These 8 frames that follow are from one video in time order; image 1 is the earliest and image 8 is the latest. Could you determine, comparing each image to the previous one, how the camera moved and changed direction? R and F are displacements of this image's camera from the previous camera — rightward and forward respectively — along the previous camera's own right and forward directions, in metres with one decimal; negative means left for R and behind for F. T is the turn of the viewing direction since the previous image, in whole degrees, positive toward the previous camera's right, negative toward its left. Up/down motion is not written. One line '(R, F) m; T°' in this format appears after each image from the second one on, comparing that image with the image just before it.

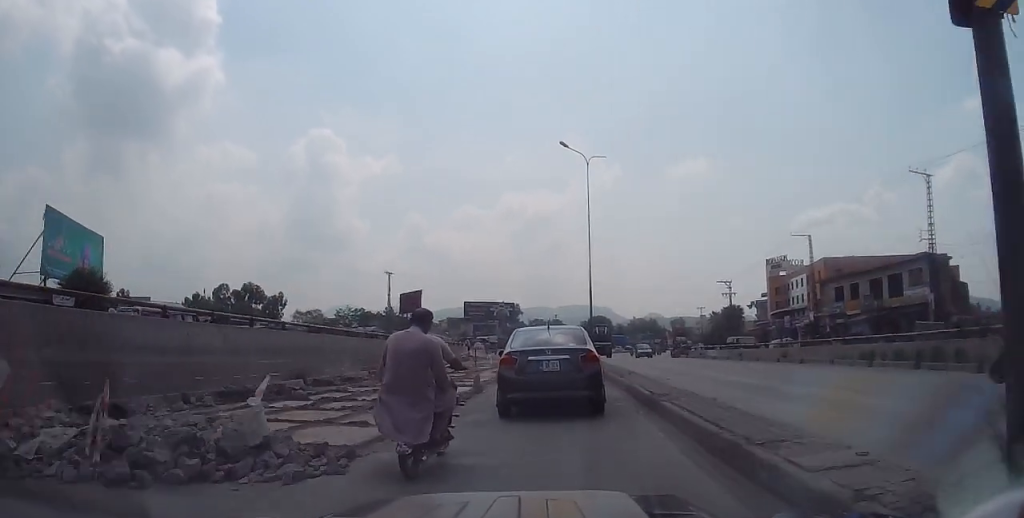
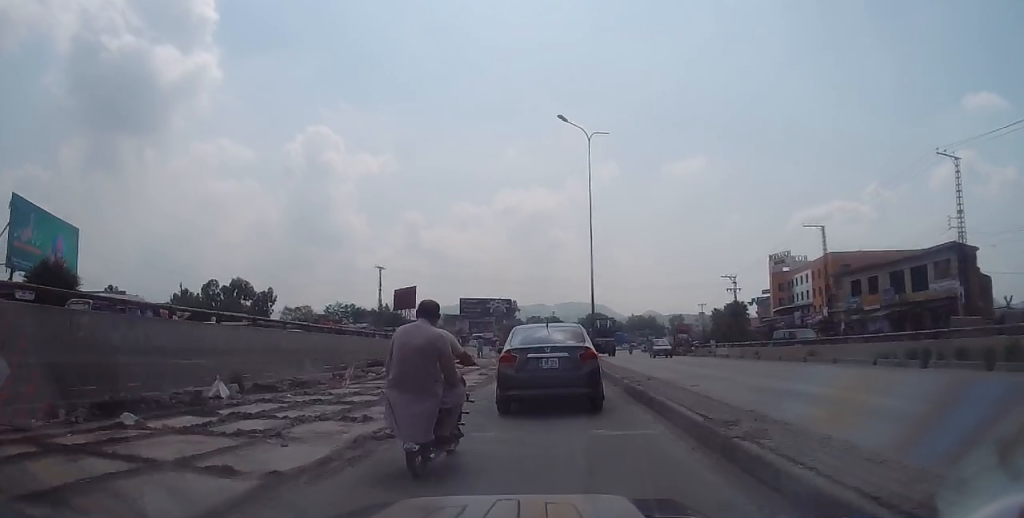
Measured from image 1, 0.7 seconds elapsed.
(0.0, +4.2) m; +1°
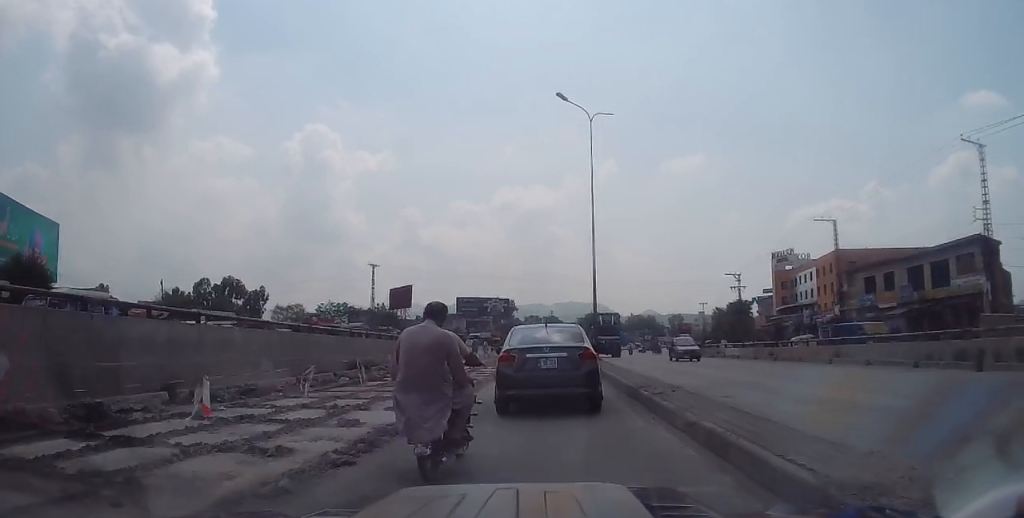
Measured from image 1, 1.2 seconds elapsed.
(+0.1, +3.1) m; 0°
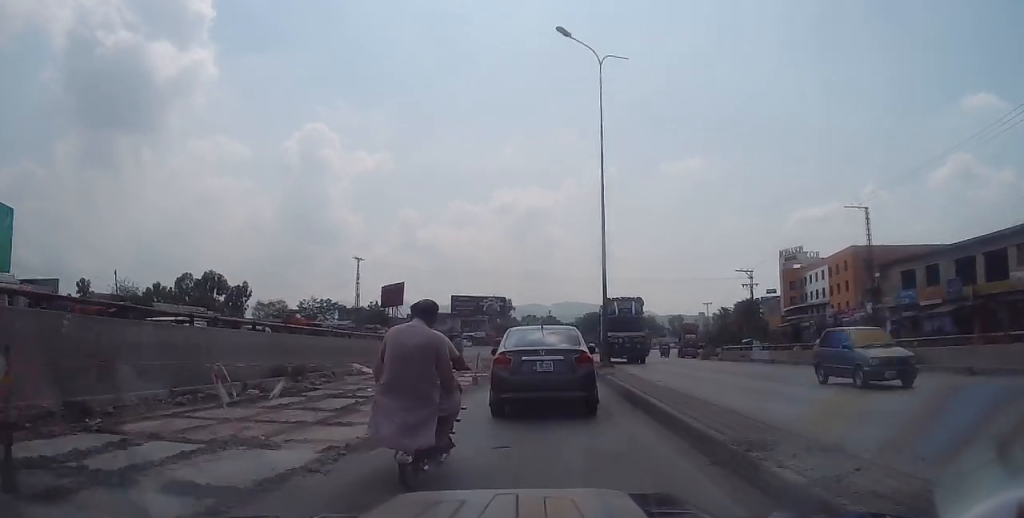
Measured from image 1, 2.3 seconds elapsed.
(0.0, +6.8) m; -1°
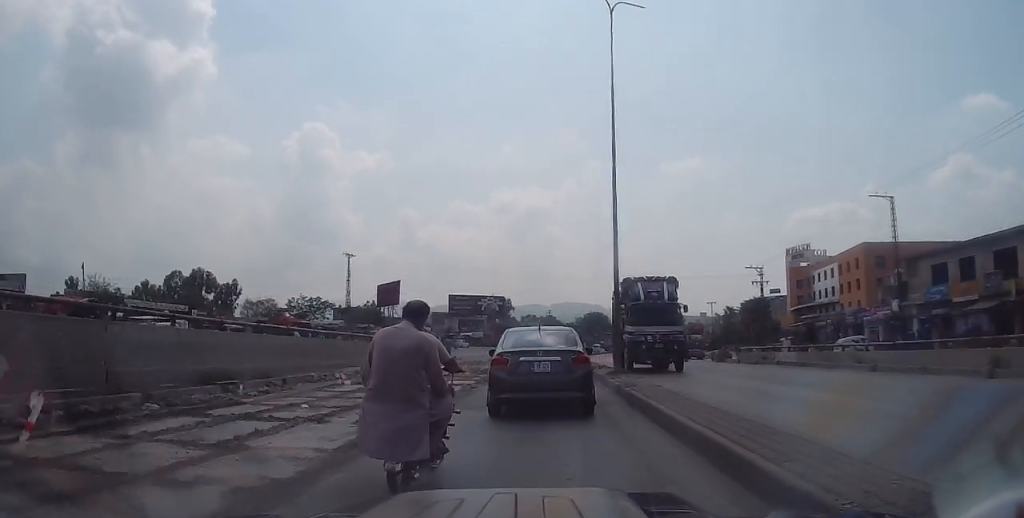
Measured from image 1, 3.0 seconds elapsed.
(-0.1, +4.3) m; -2°
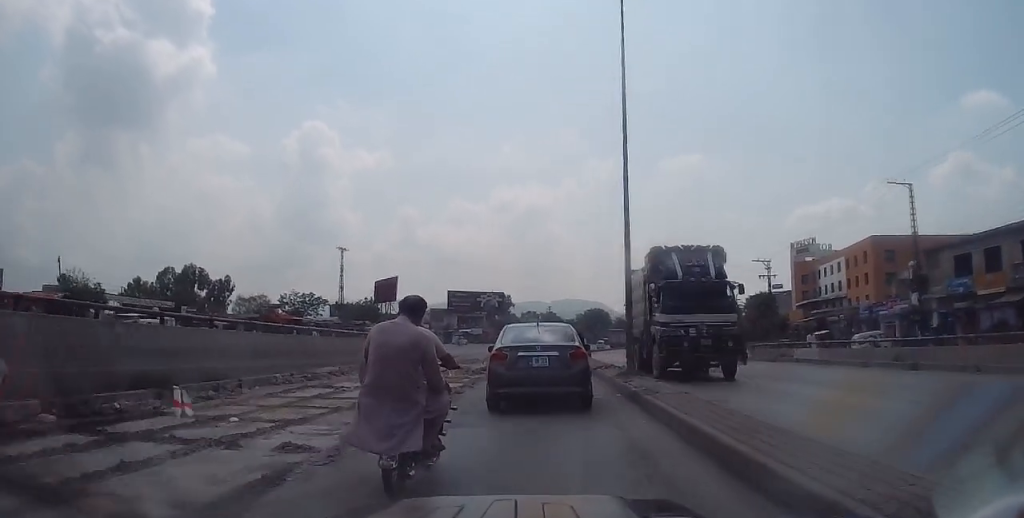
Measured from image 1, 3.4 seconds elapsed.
(0.0, +2.9) m; -1°
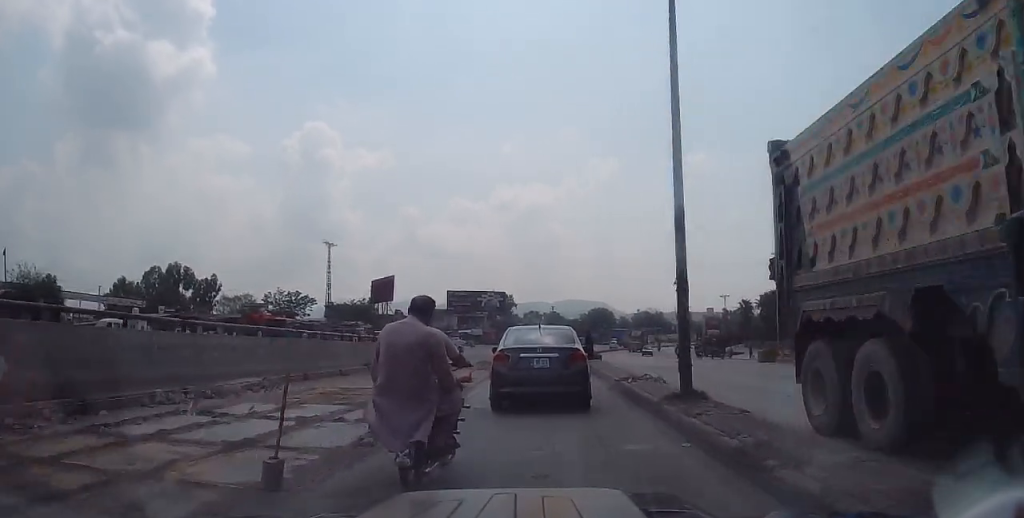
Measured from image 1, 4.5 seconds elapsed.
(-0.2, +6.1) m; -1°
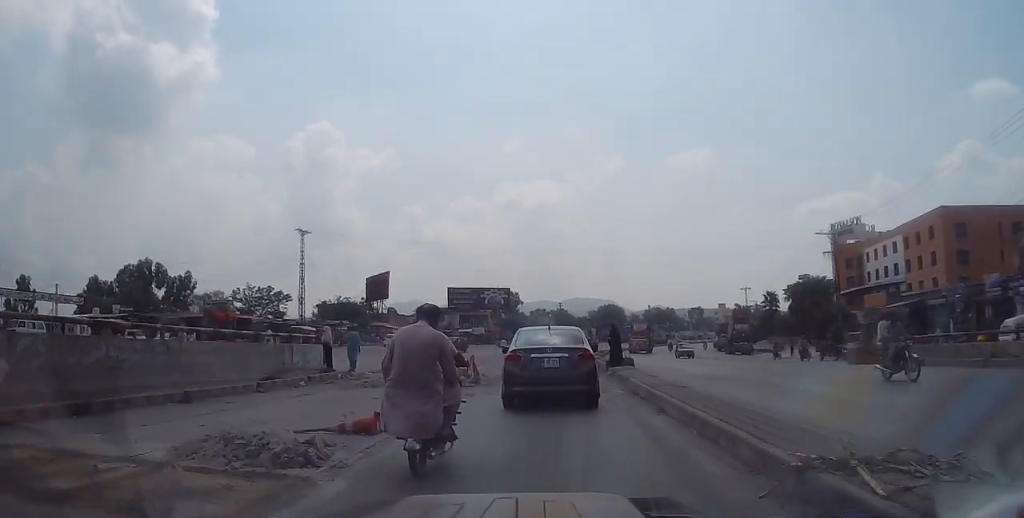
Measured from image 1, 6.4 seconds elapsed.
(+1.0, +10.6) m; +6°
